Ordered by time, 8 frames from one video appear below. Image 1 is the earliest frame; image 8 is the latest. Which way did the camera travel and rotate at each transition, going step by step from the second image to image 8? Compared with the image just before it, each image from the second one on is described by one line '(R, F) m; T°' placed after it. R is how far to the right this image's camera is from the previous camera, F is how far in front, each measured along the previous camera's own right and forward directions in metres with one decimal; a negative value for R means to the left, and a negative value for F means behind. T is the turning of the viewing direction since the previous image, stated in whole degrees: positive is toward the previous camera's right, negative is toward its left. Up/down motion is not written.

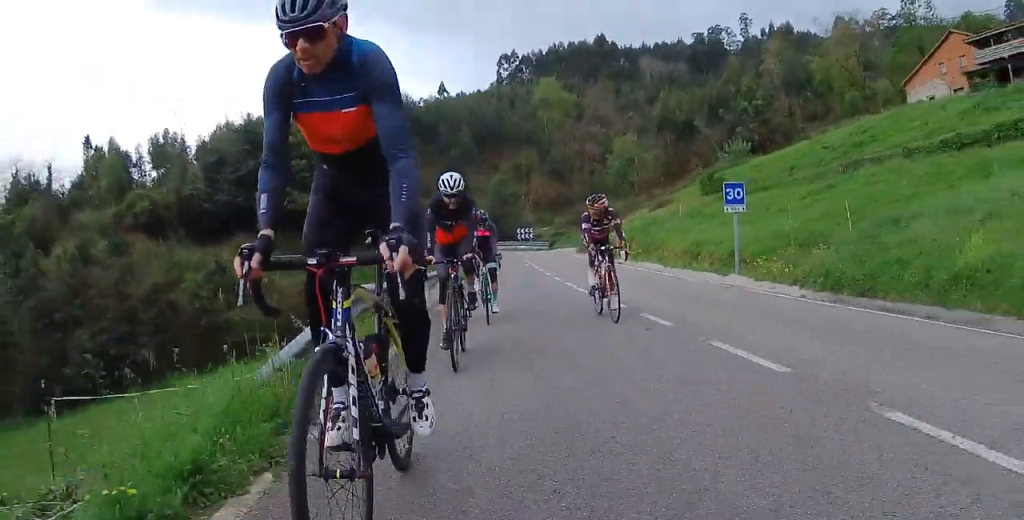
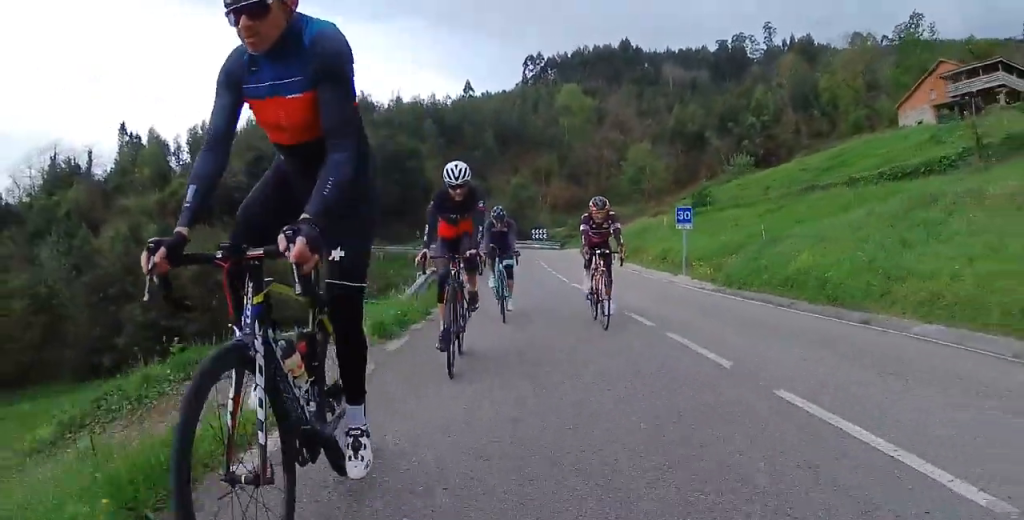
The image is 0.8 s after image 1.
(0.0, +6.3) m; 0°
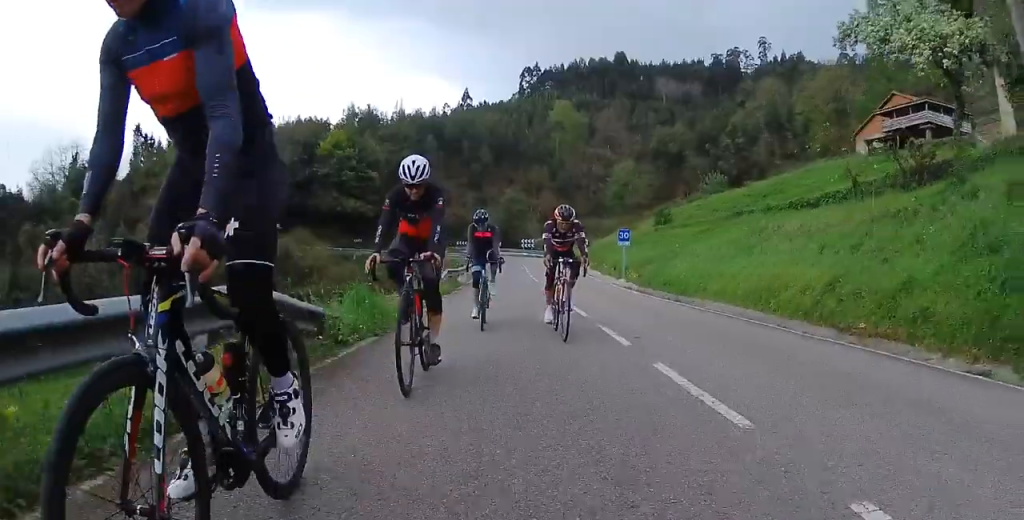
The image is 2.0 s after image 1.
(0.0, +9.0) m; 0°
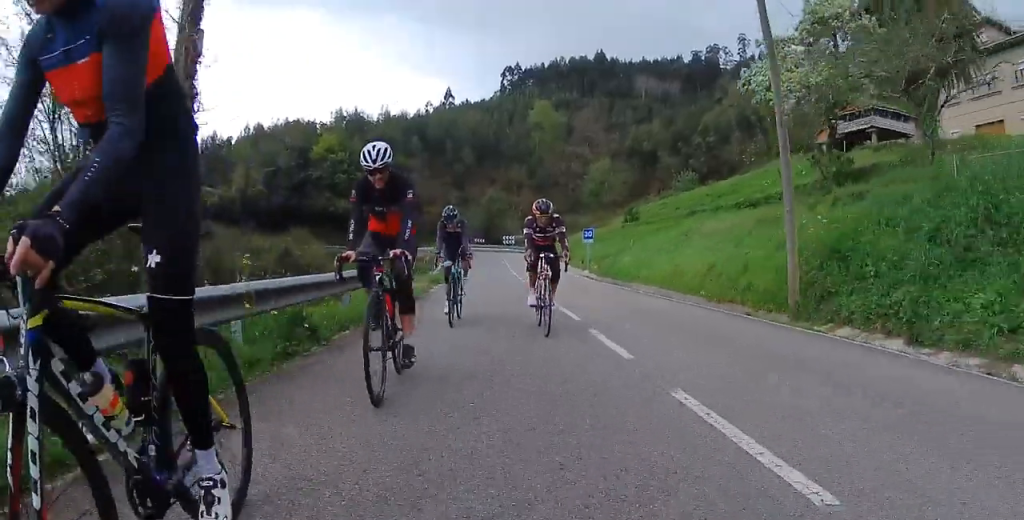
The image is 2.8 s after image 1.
(0.0, +5.7) m; 0°
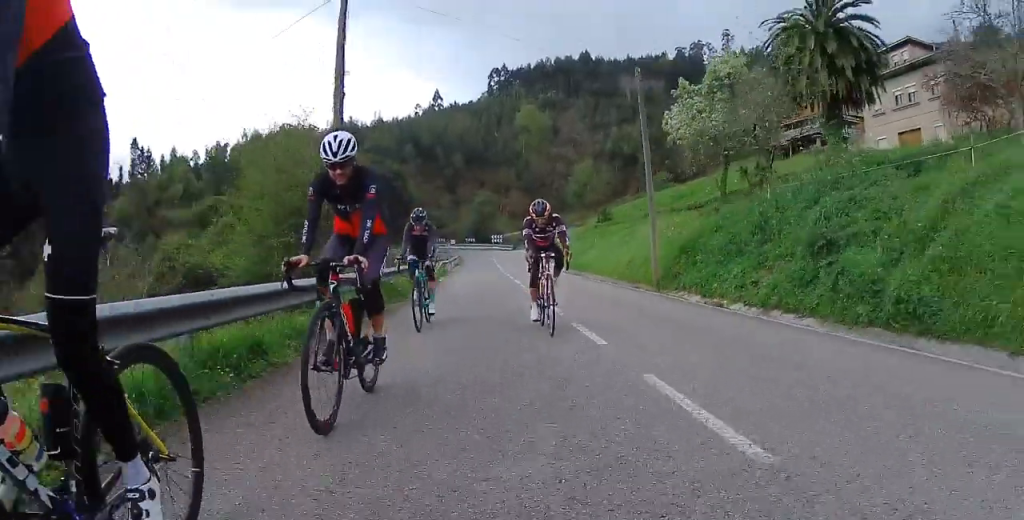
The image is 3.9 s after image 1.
(+0.1, +7.7) m; +2°
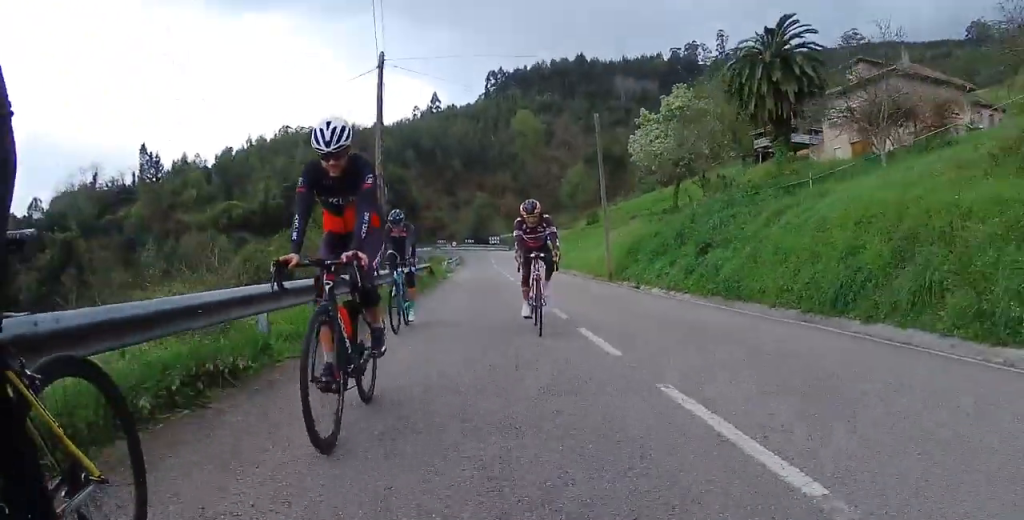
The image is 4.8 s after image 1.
(+0.2, +6.0) m; +1°
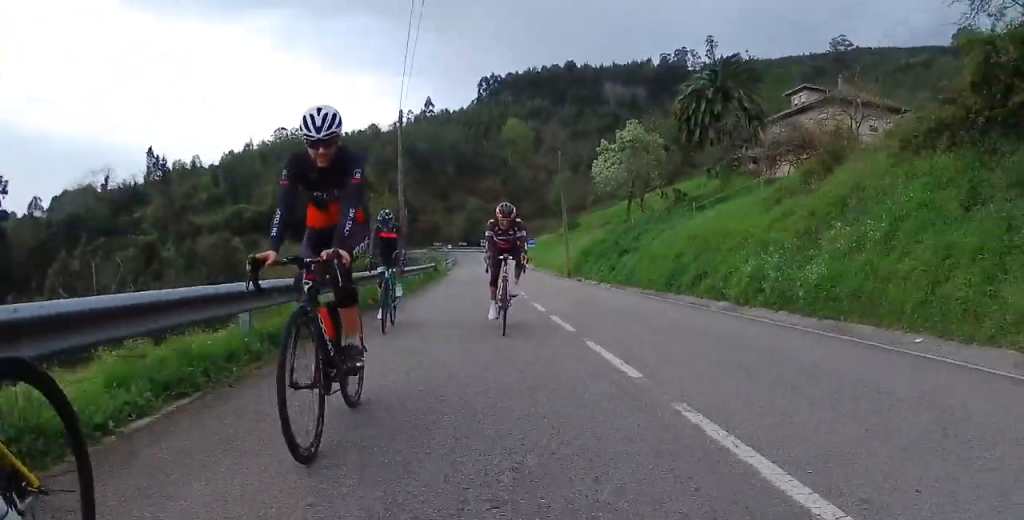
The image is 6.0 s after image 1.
(-0.2, +7.9) m; -3°
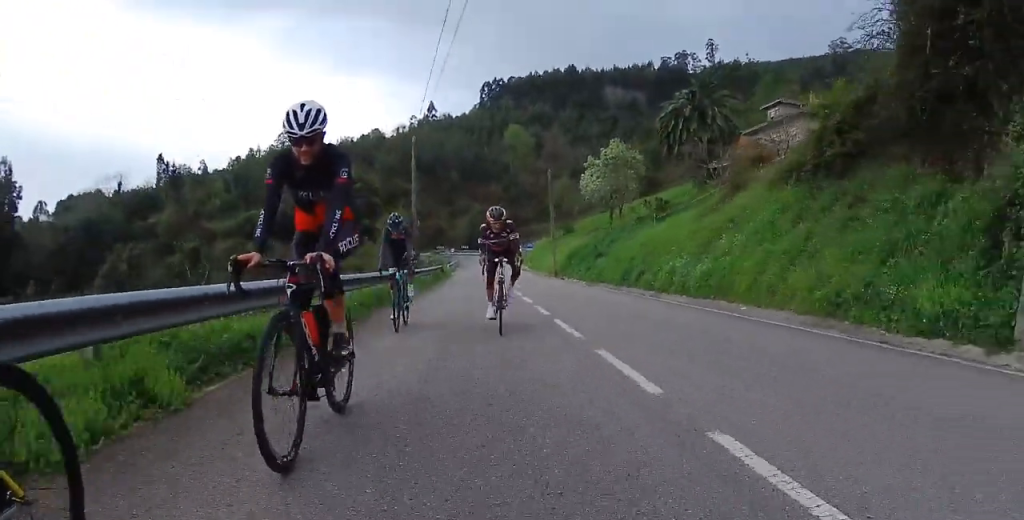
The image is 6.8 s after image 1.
(-0.1, +5.4) m; -1°
